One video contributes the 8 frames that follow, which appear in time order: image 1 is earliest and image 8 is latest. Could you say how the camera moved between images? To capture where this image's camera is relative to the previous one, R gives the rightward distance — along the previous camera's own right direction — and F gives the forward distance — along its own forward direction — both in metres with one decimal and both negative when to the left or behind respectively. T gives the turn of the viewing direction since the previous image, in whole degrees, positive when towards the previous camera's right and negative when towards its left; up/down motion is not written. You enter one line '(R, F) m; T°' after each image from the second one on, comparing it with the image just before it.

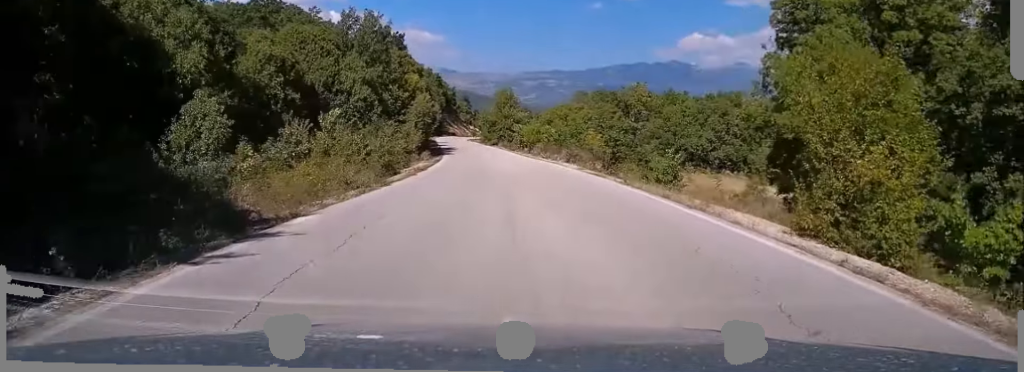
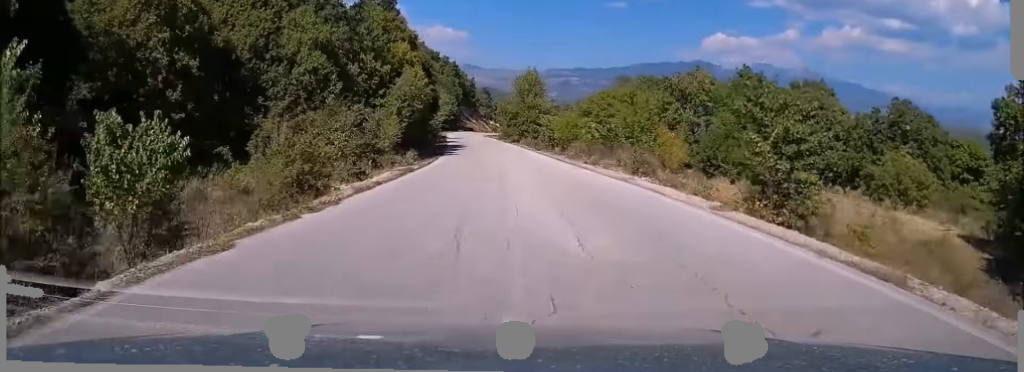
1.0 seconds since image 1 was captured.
(-0.2, +21.1) m; -1°
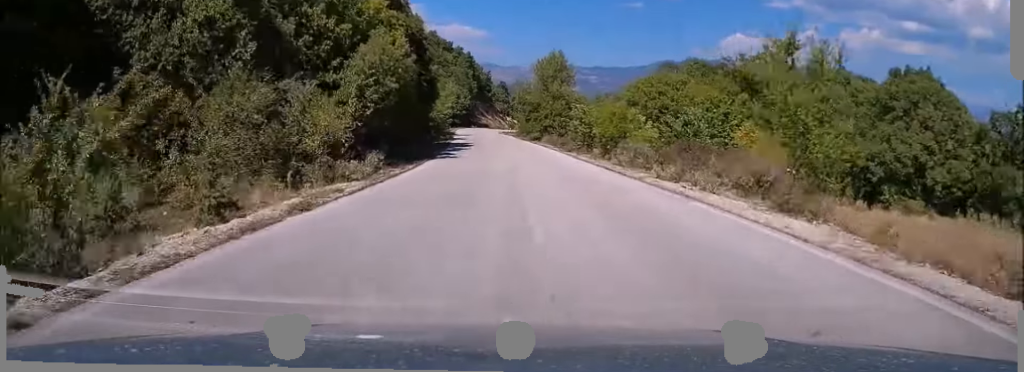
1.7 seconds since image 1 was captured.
(-0.2, +15.8) m; -1°
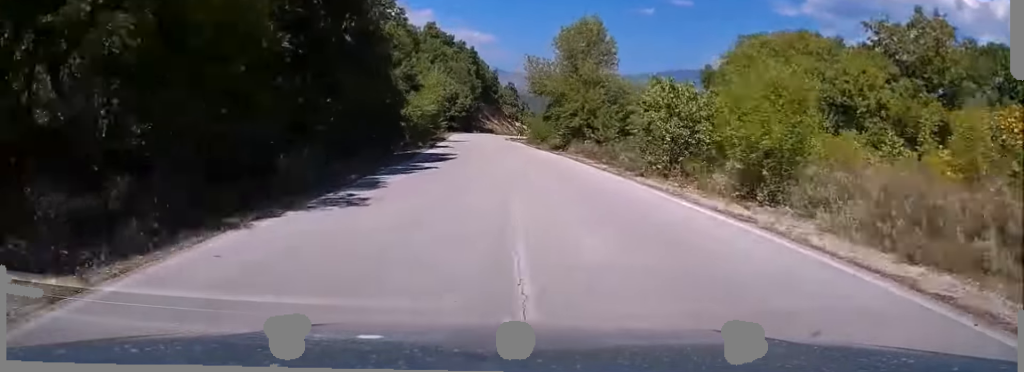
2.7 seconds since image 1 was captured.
(-0.4, +23.8) m; -2°
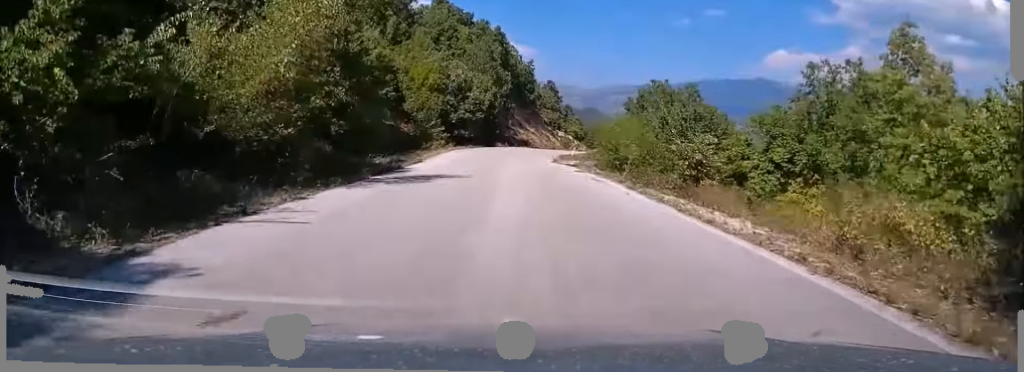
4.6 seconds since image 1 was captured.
(-0.9, +45.3) m; -2°
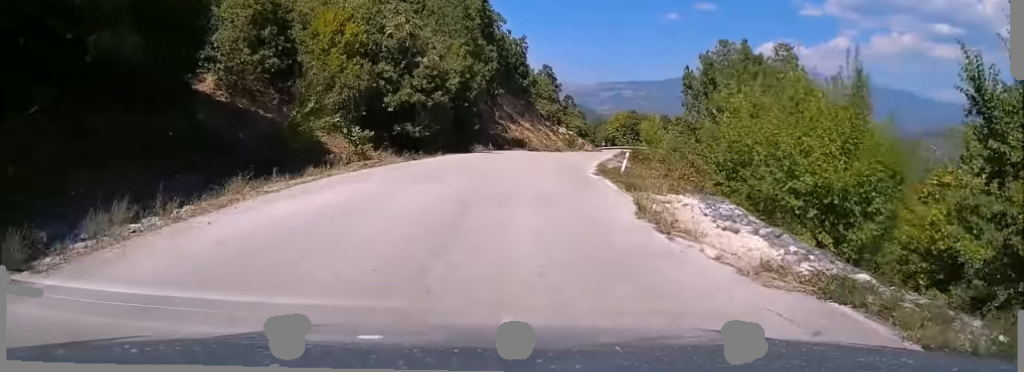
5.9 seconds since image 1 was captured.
(-0.1, +30.6) m; +1°
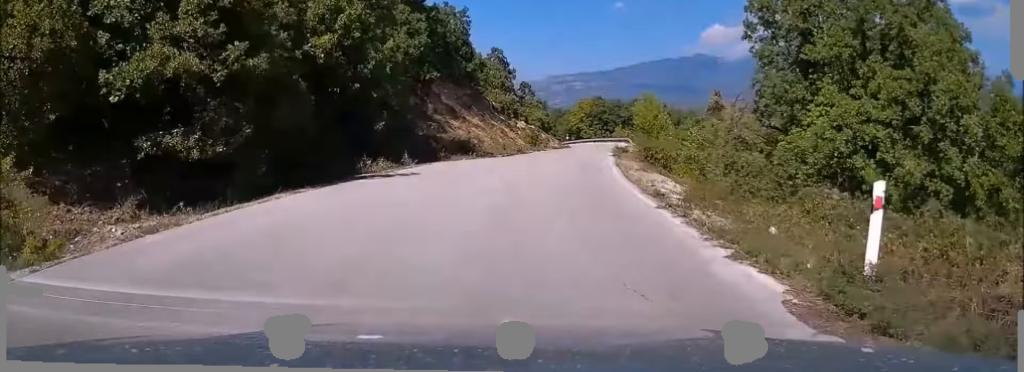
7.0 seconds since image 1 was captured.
(+0.4, +23.4) m; +3°
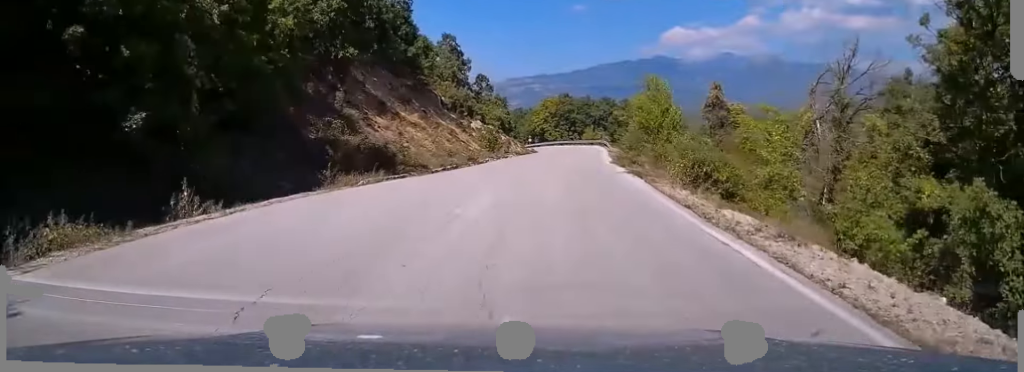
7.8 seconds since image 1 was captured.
(+0.5, +17.1) m; +3°
